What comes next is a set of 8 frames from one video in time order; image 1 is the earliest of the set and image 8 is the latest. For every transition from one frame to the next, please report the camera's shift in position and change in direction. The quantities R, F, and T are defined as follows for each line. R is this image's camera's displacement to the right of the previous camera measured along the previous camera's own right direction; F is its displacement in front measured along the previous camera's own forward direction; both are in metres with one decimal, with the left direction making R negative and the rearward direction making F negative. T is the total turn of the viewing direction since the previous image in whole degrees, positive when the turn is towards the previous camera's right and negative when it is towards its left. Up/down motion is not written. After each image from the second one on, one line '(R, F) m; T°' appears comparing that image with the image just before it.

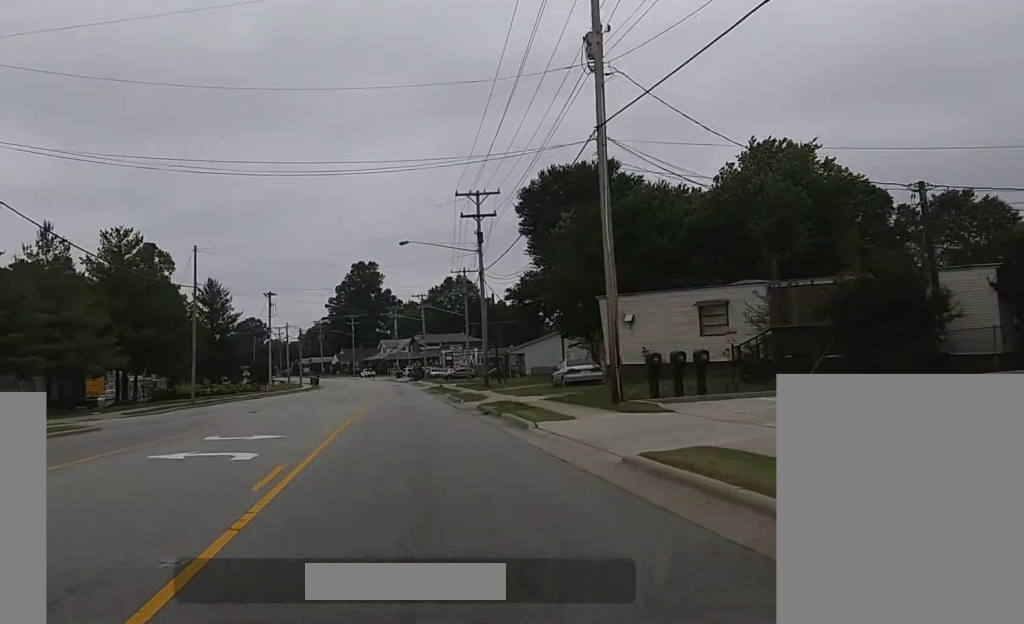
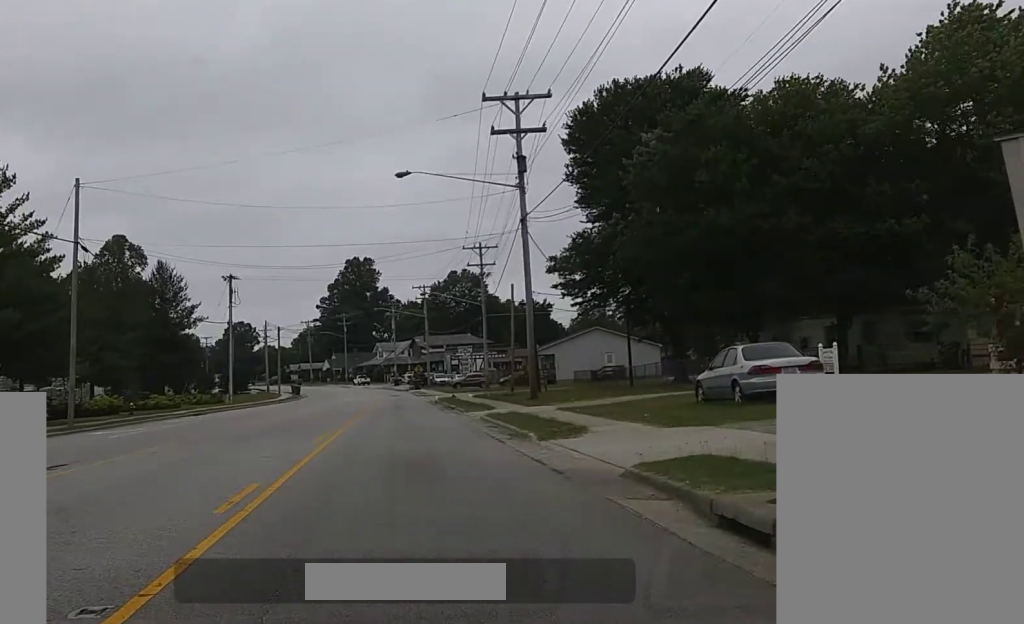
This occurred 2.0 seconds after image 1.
(0.0, +27.3) m; 0°
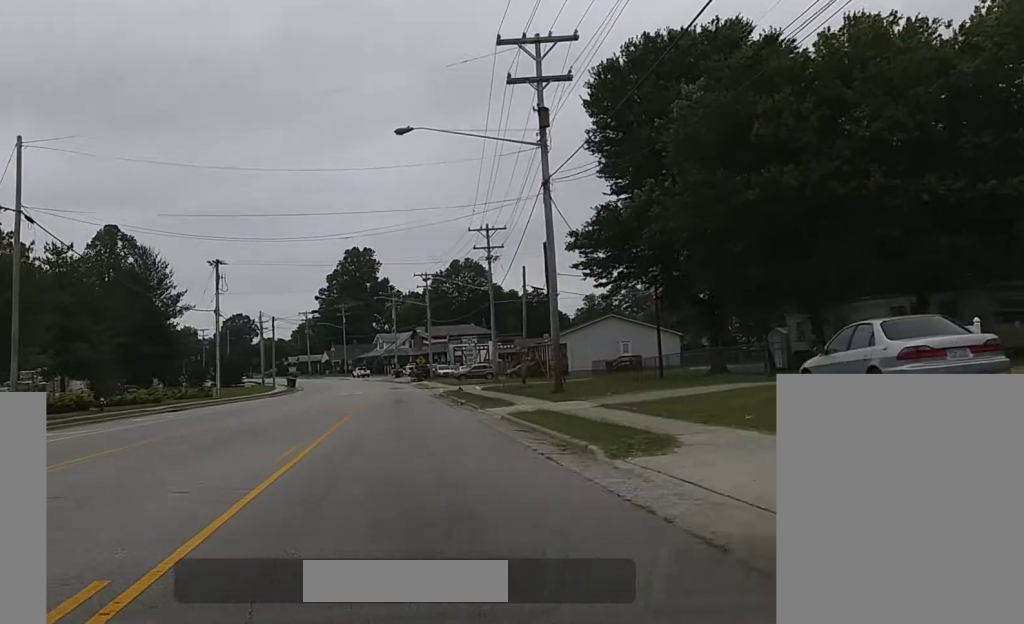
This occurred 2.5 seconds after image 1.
(0.0, +6.9) m; 0°
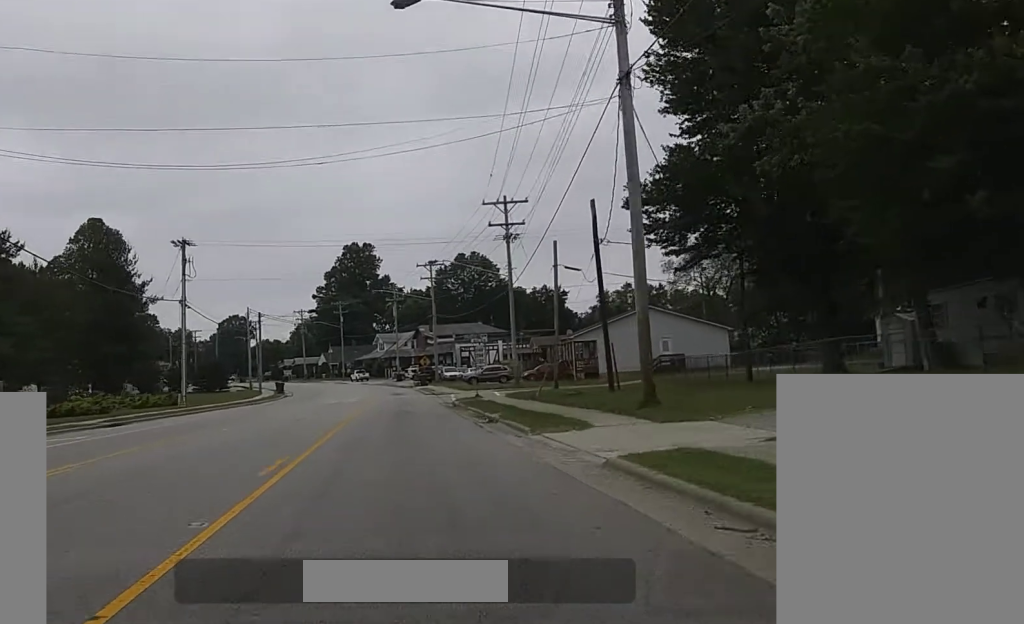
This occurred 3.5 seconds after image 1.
(-0.1, +14.2) m; -1°
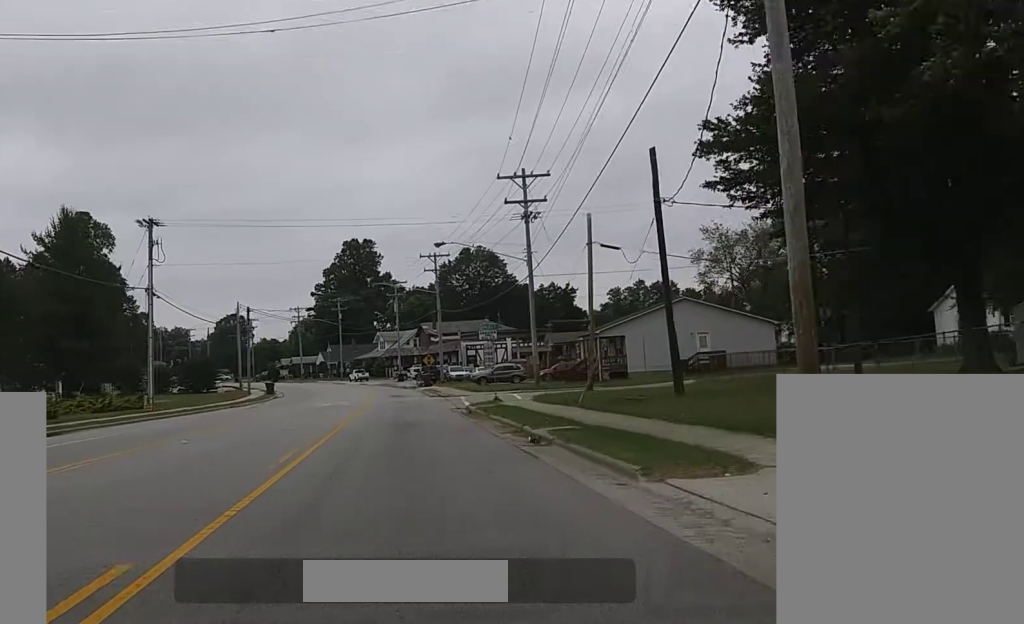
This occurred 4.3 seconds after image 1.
(0.0, +9.7) m; 0°
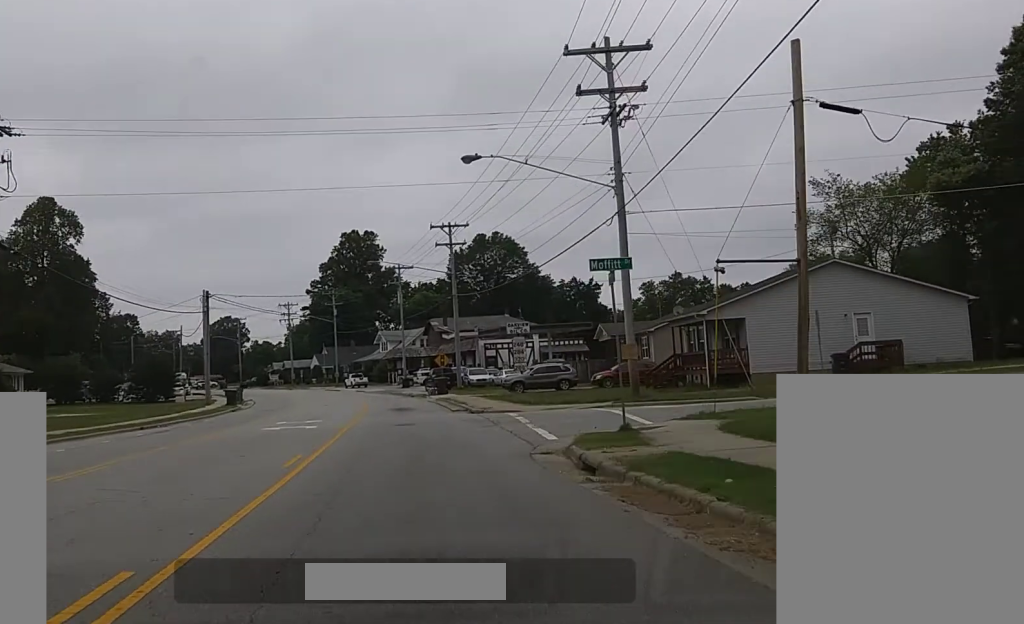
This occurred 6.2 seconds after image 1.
(+0.2, +26.1) m; +1°
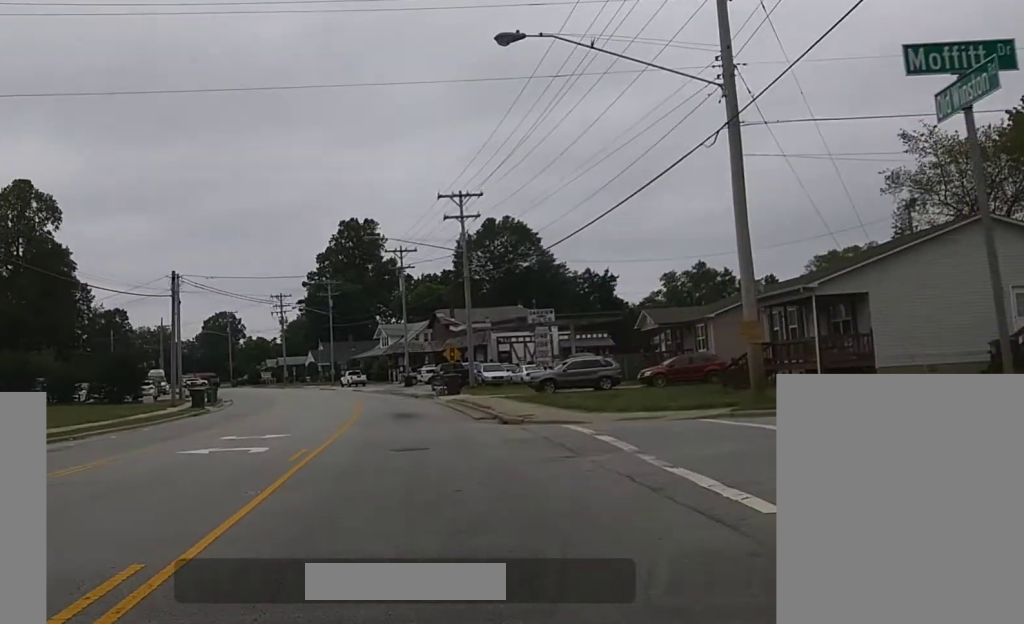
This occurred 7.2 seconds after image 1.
(0.0, +12.1) m; -1°
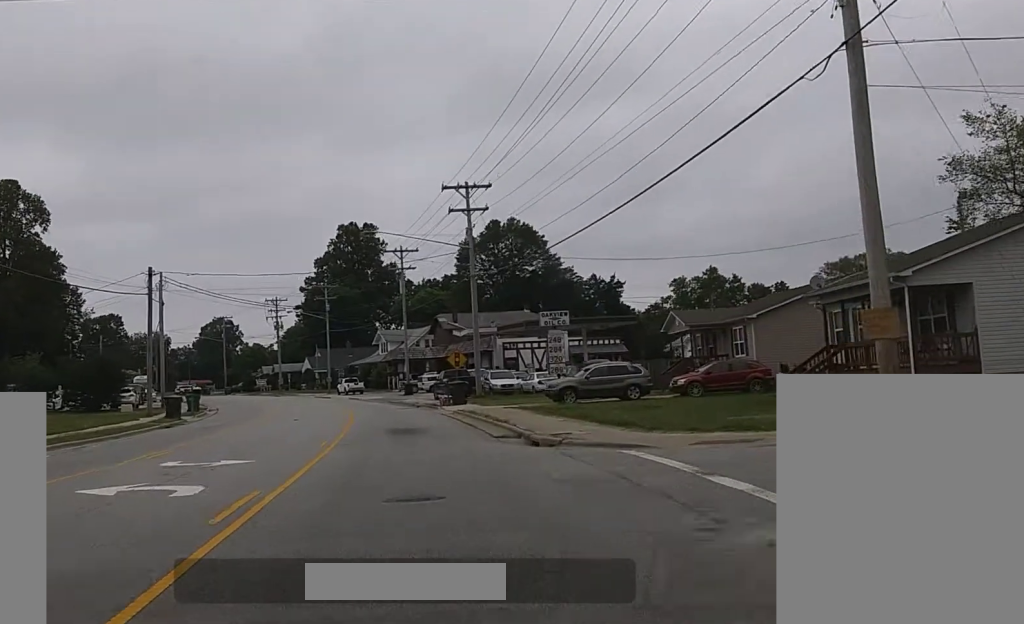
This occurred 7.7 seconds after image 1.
(+0.1, +7.3) m; -1°
